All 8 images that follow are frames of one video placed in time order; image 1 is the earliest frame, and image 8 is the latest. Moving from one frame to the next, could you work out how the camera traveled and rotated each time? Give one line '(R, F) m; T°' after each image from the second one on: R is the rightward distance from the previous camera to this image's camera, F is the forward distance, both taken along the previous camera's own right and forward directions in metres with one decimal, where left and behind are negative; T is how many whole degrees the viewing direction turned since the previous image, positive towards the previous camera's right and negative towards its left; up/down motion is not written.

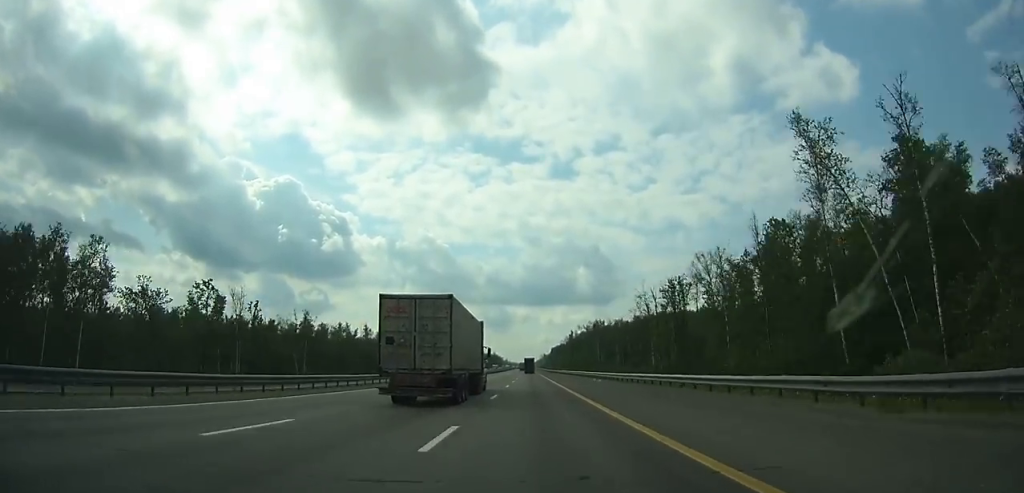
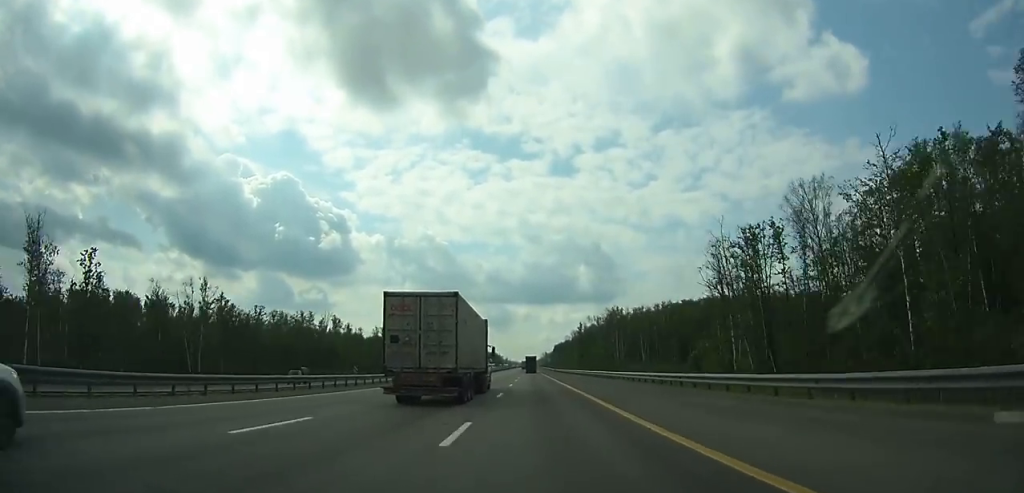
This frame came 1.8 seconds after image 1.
(0.0, +47.4) m; 0°
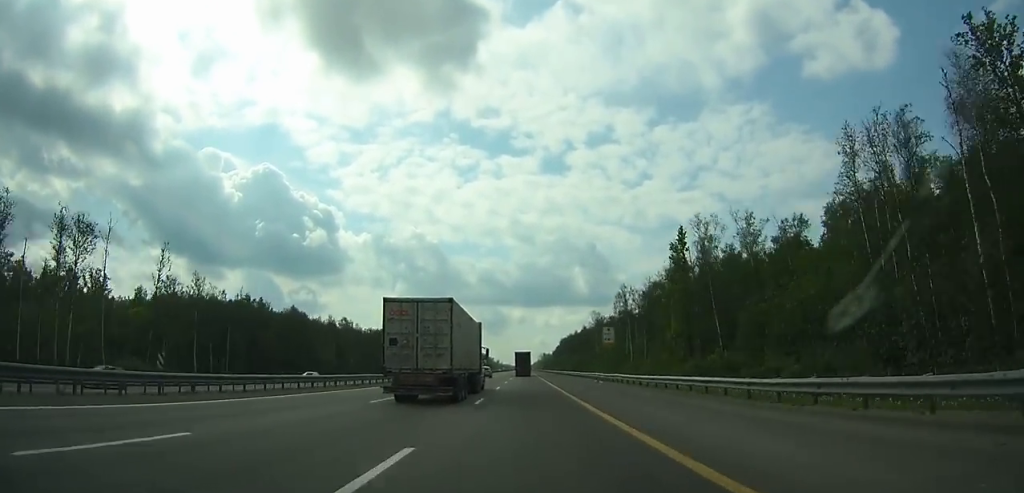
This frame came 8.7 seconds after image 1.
(+0.2, +179.4) m; 0°
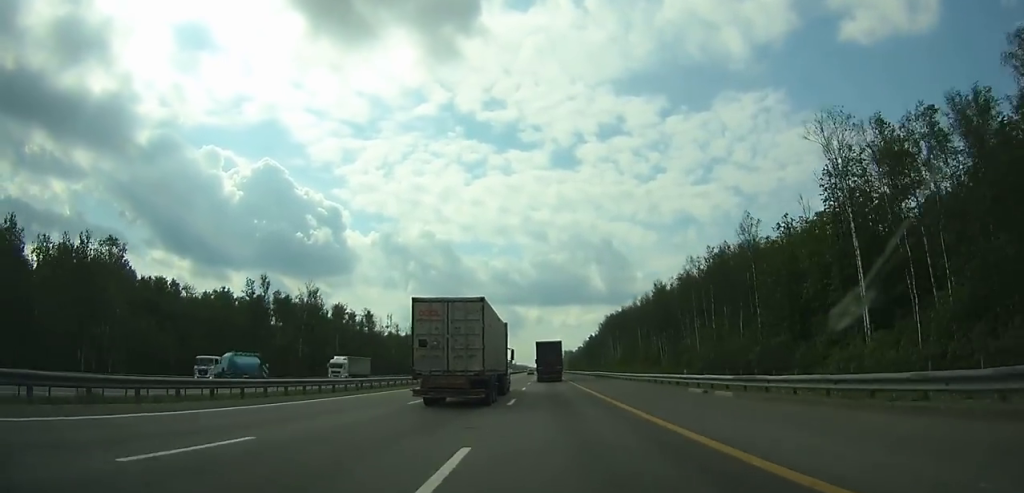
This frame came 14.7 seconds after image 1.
(-1.2, +158.0) m; -1°
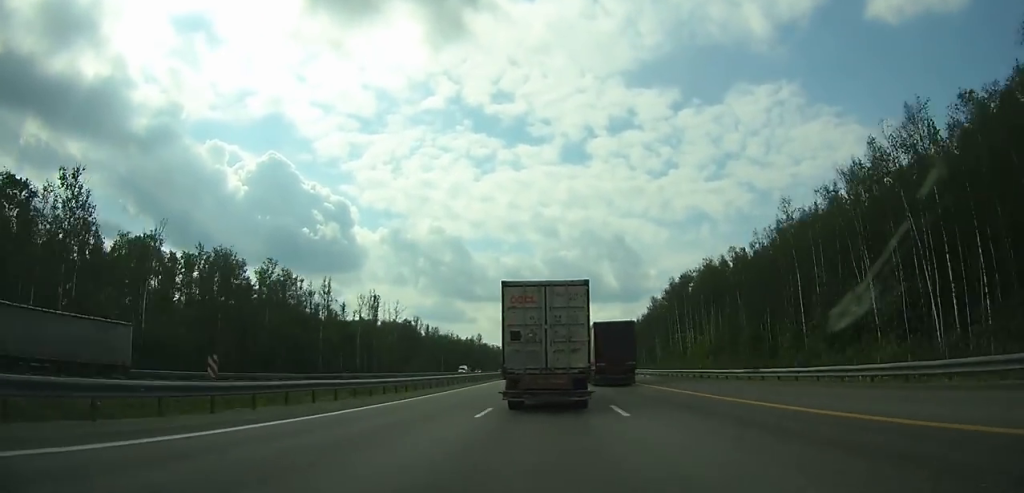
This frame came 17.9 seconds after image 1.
(-1.0, +87.7) m; 0°
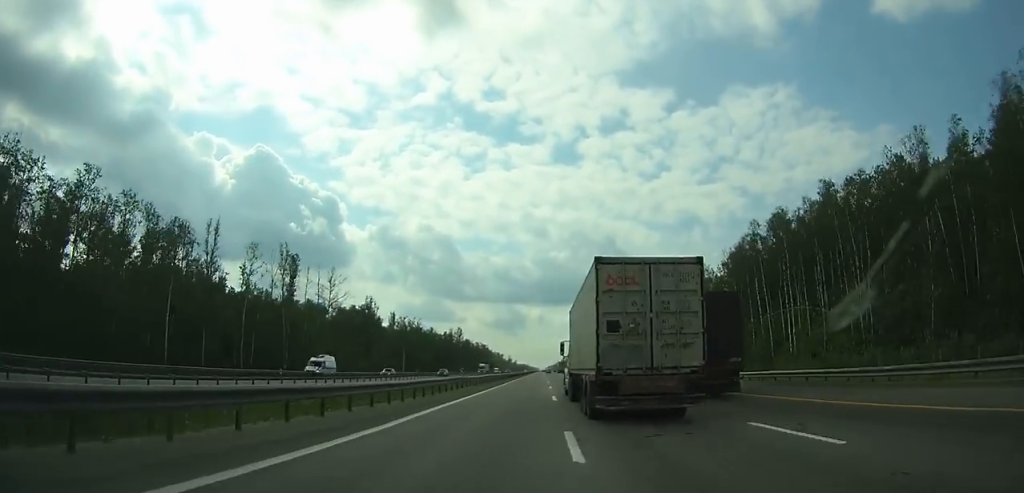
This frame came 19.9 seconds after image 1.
(-0.1, +56.8) m; 0°
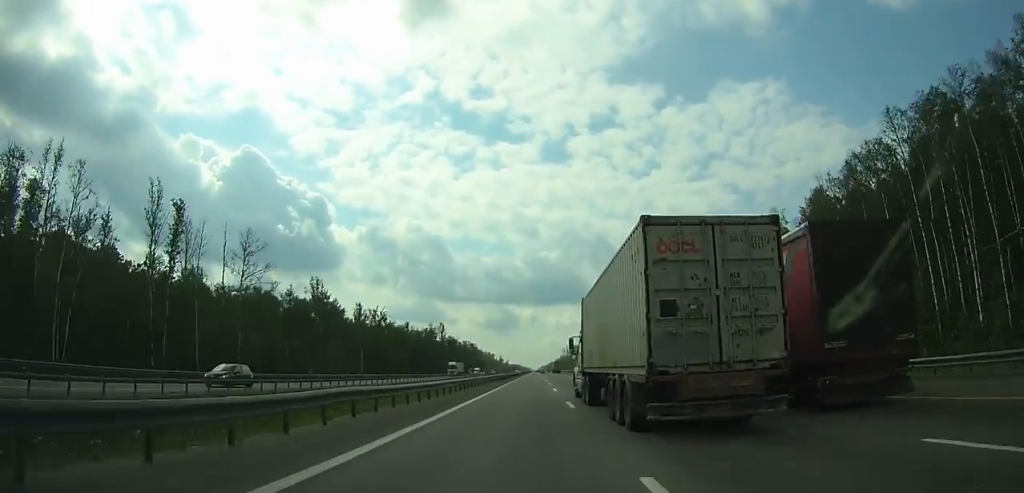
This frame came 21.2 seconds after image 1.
(+0.3, +37.9) m; +1°
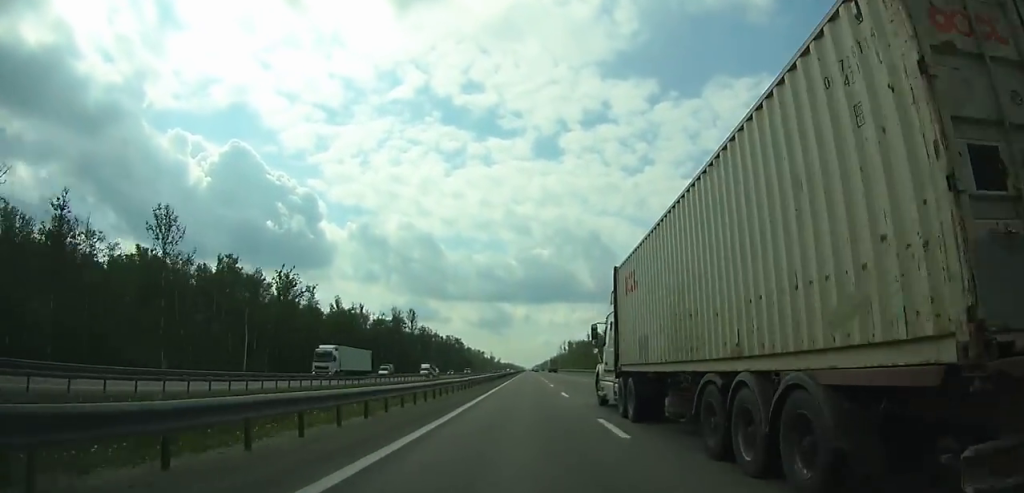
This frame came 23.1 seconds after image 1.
(+0.3, +56.7) m; +1°
